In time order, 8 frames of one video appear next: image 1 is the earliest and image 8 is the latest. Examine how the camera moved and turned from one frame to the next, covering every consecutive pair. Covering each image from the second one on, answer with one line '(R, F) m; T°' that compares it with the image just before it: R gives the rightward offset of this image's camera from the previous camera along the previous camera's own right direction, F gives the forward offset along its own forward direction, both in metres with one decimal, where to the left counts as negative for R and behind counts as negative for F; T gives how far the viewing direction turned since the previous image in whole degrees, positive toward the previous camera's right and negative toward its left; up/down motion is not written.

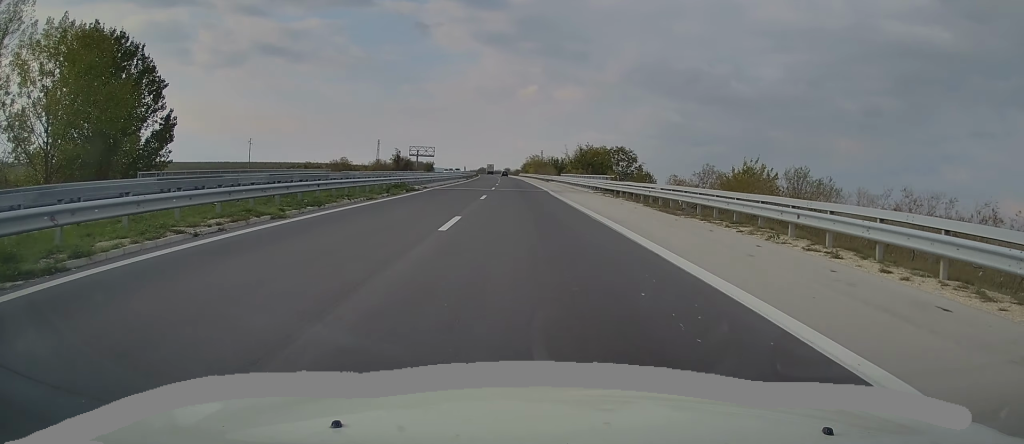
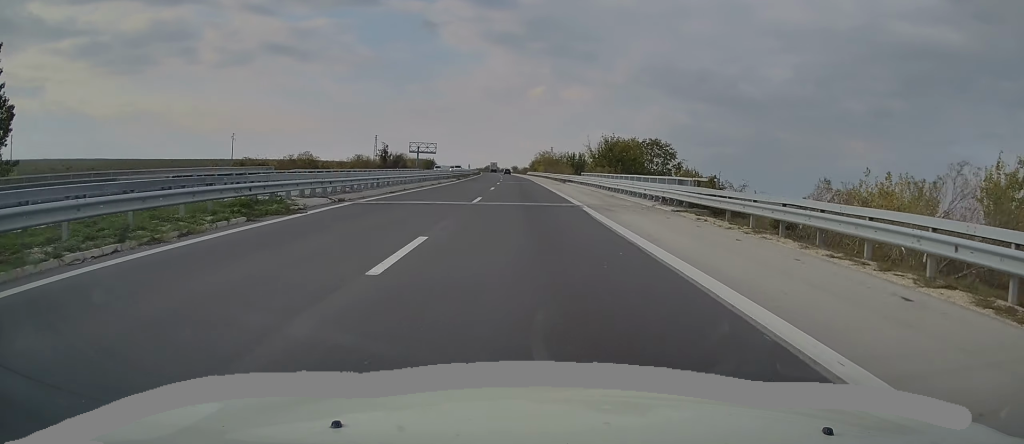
(0.0, +21.7) m; -1°
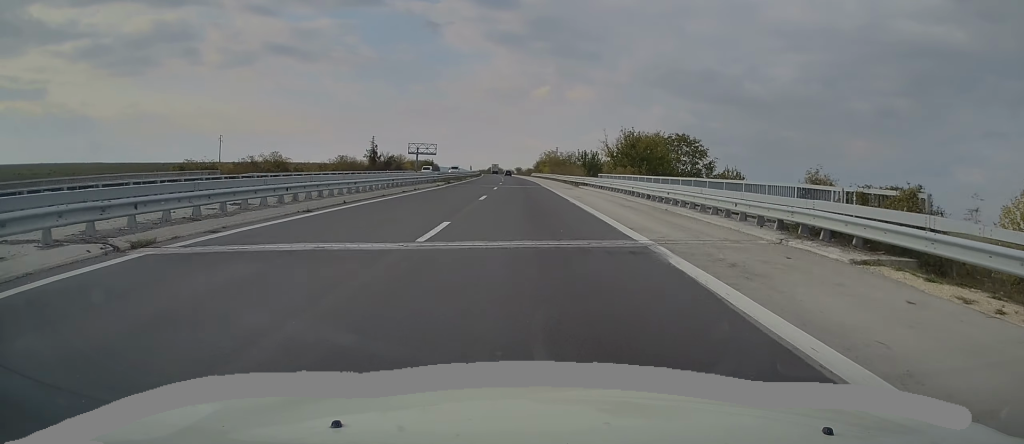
(0.0, +12.5) m; -1°
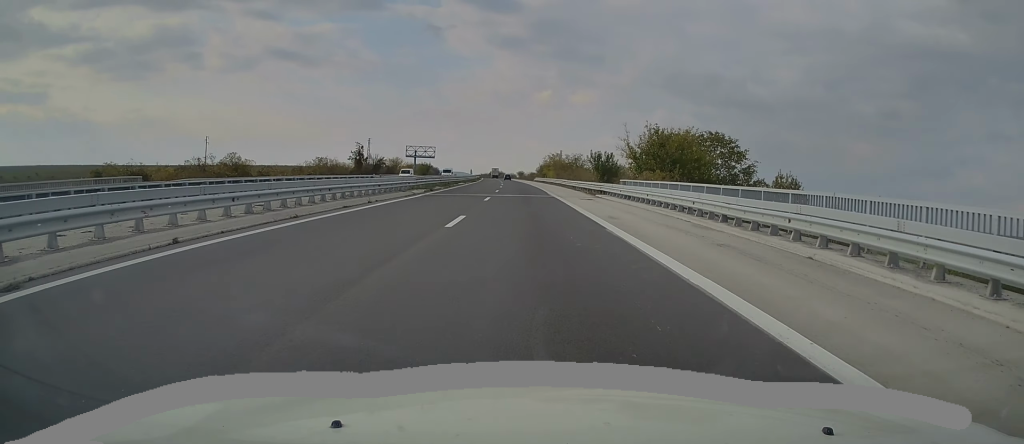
(-0.2, +11.6) m; -1°
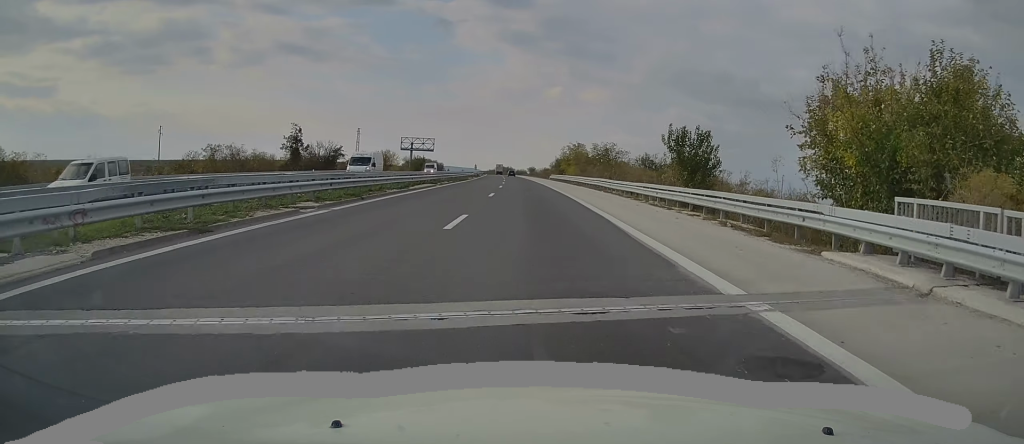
(-0.3, +33.1) m; -1°
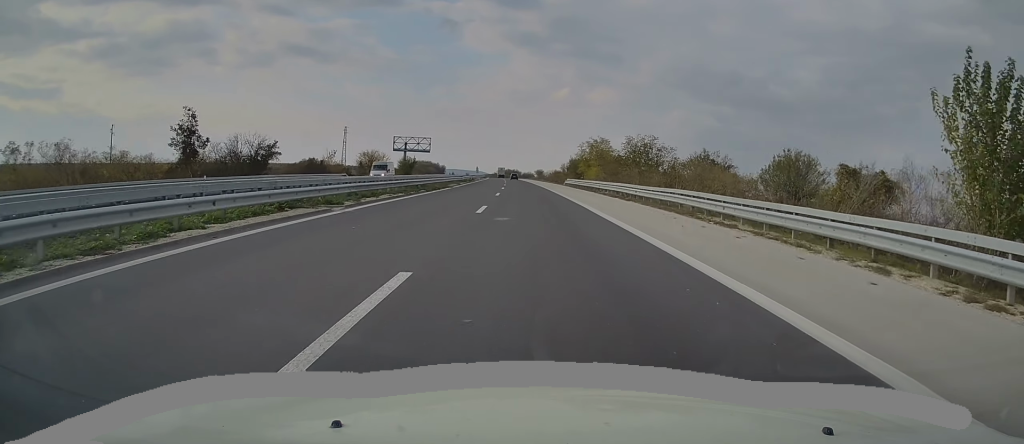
(-0.4, +24.9) m; 0°
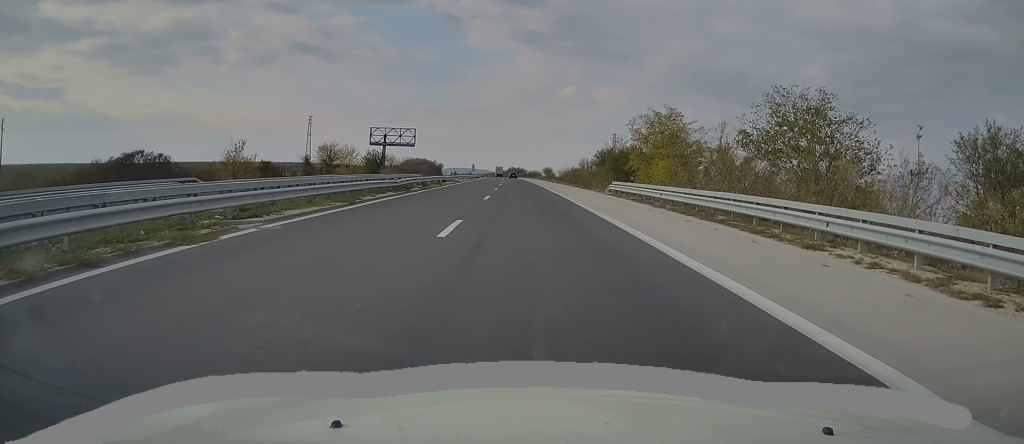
(+0.2, +39.3) m; 0°
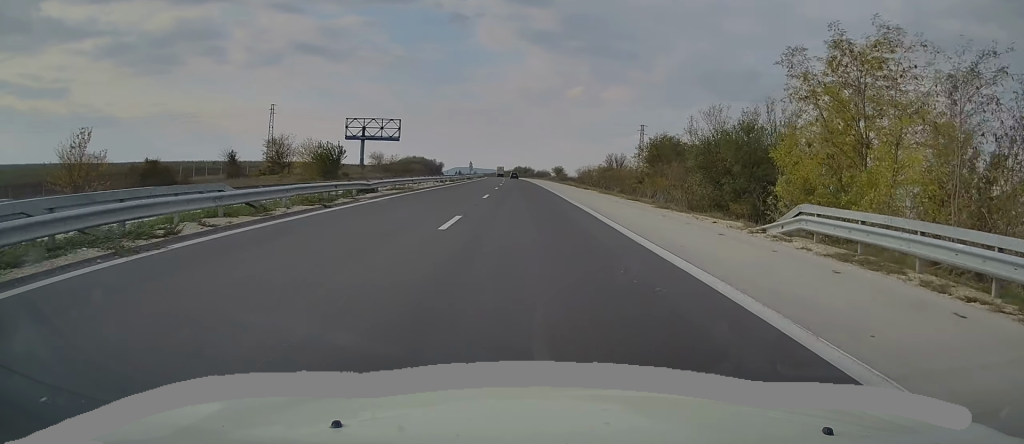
(+0.1, +30.1) m; 0°
